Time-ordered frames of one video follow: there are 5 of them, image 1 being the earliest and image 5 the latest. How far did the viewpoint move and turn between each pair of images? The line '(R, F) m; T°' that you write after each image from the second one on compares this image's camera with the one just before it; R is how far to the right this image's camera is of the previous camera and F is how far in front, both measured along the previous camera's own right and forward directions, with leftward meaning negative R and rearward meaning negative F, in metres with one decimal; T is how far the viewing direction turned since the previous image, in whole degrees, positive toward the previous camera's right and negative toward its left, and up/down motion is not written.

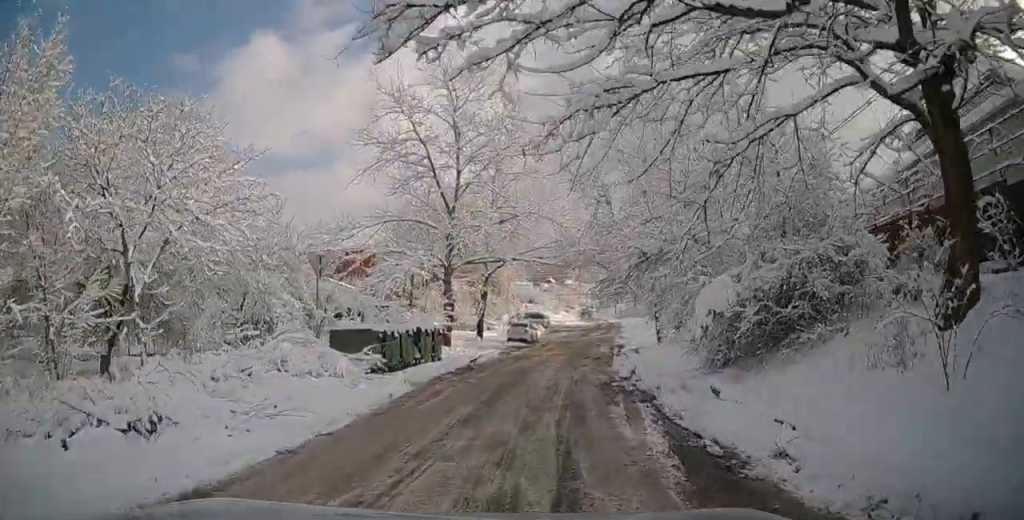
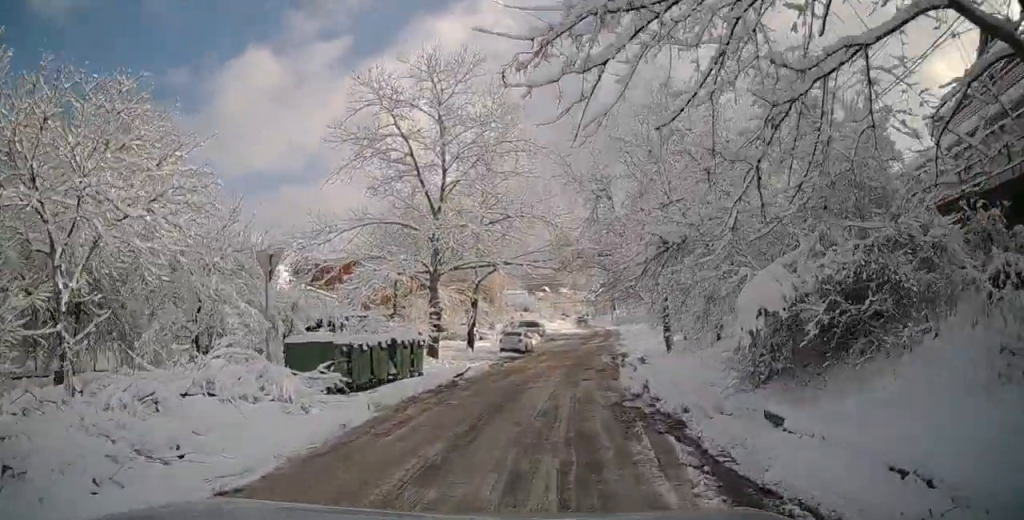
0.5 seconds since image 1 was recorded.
(-0.4, +2.9) m; -2°
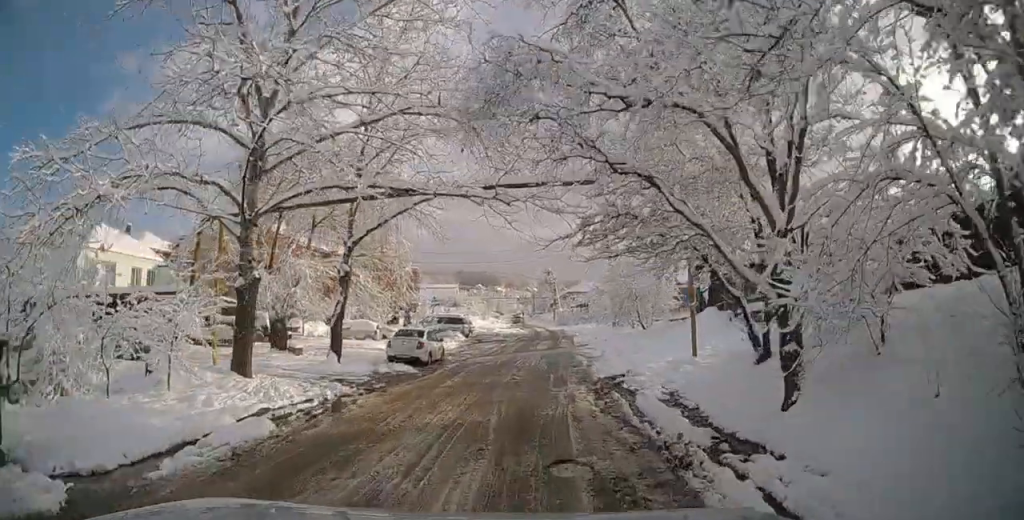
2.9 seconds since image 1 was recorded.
(+2.9, +13.7) m; +31°
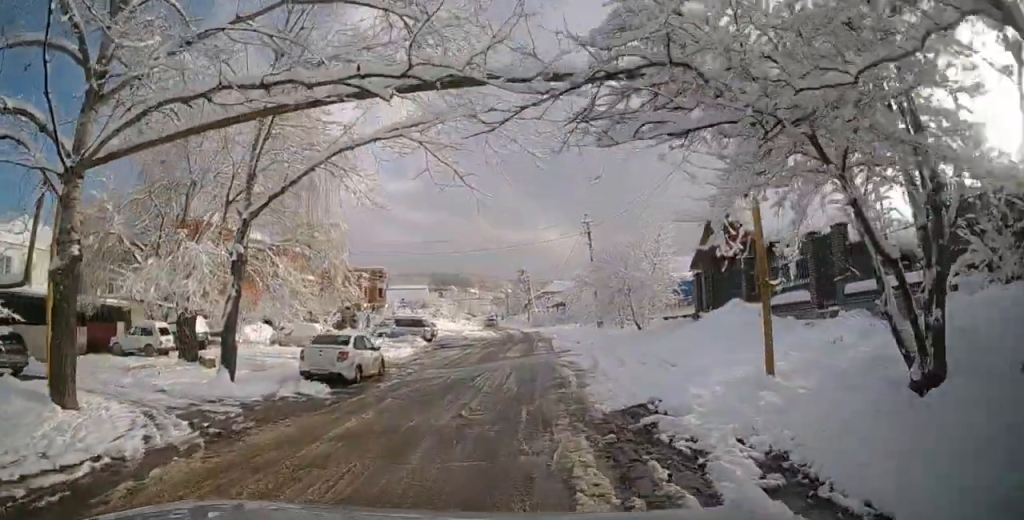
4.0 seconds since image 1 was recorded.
(+0.3, +6.4) m; -1°
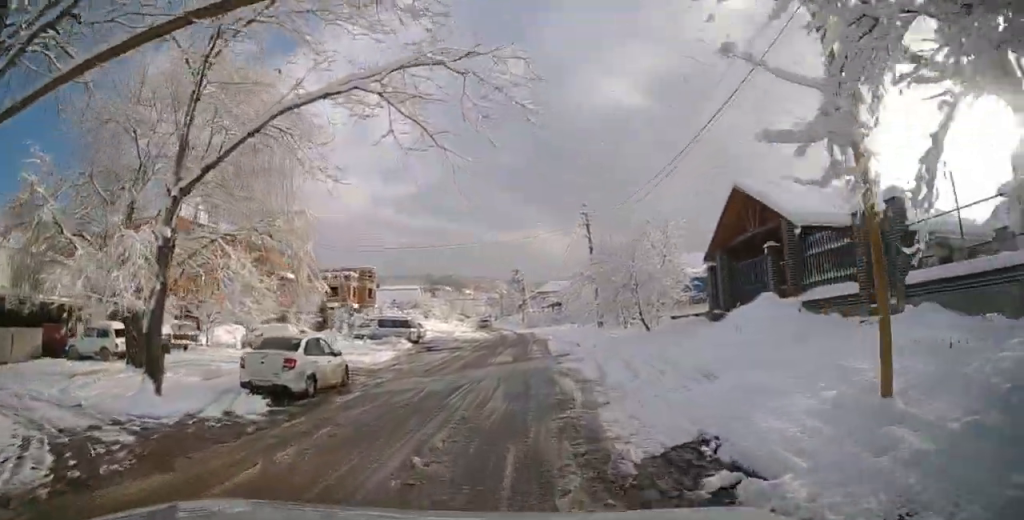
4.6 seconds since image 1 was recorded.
(-0.2, +3.2) m; 0°
